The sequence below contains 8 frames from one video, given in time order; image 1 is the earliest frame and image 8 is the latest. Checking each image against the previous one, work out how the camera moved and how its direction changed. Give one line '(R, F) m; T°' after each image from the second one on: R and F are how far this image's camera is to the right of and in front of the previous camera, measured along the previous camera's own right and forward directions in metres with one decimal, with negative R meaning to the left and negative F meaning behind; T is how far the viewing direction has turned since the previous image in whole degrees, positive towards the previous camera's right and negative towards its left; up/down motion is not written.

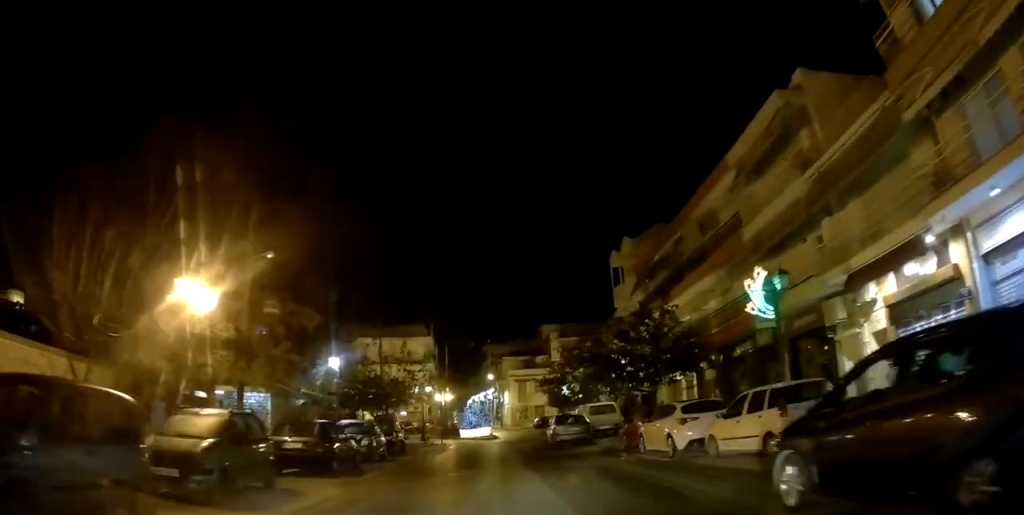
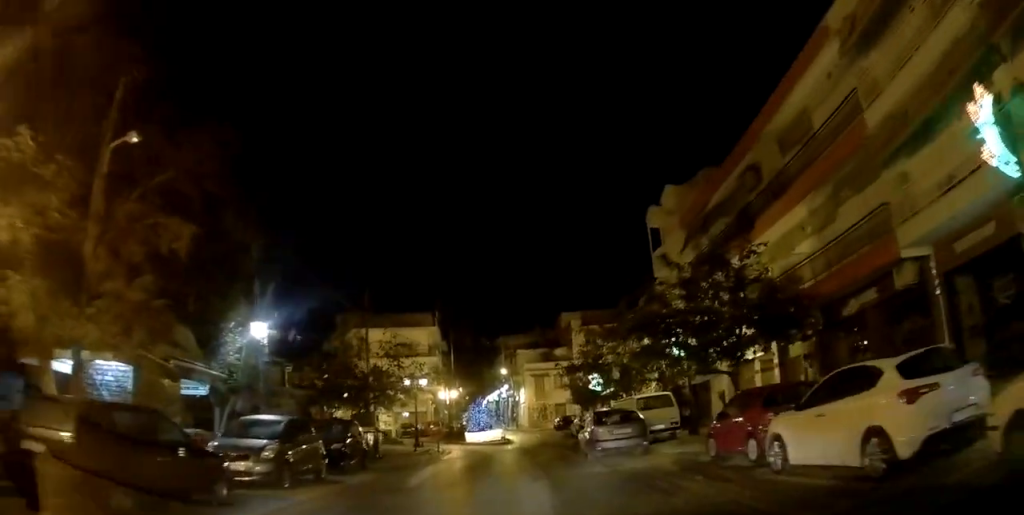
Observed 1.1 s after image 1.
(-0.4, +8.7) m; -4°
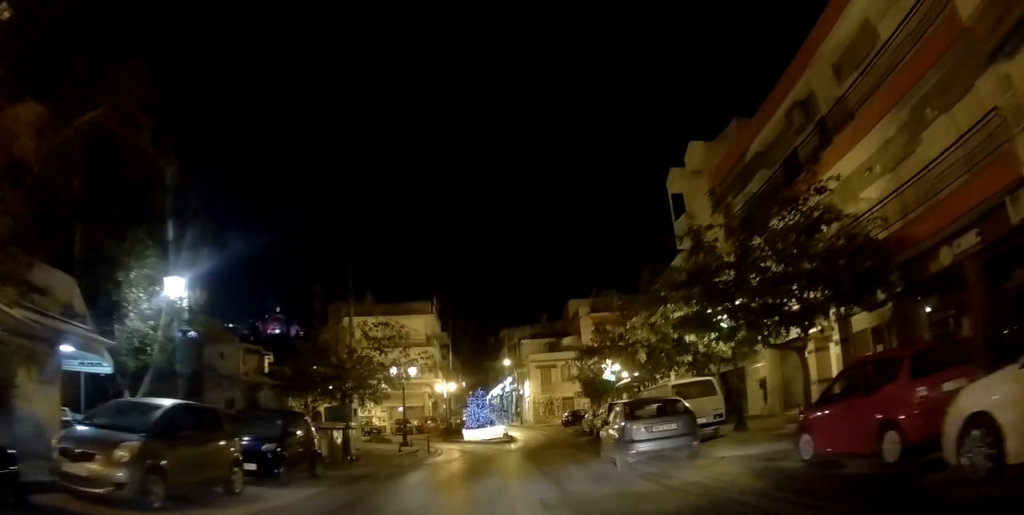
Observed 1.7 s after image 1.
(-0.1, +4.5) m; 0°
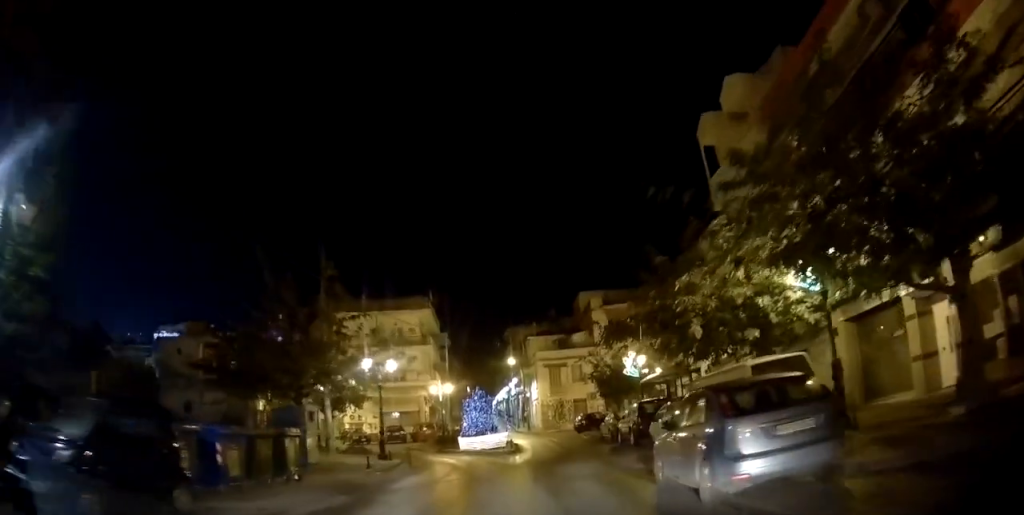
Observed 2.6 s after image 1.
(0.0, +5.8) m; +2°
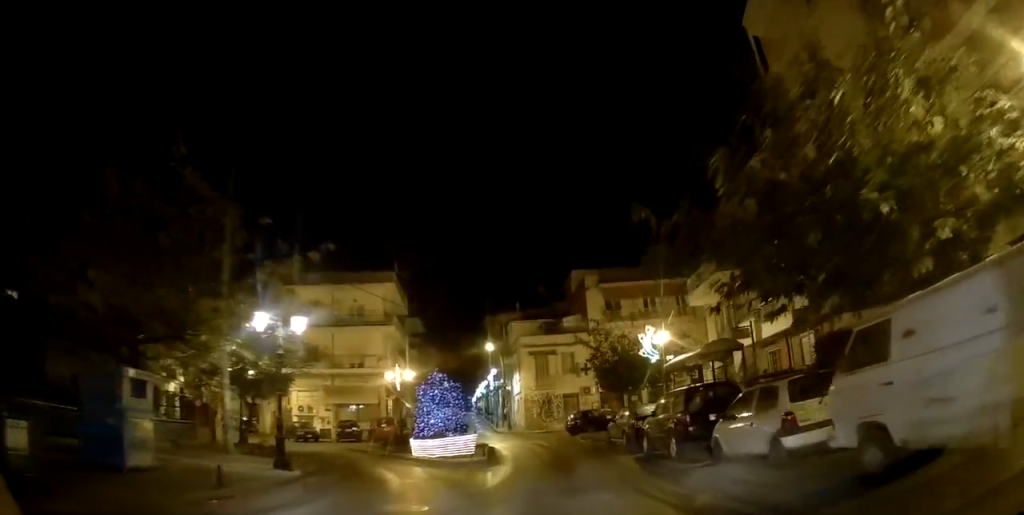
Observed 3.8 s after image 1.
(+0.2, +8.3) m; -1°
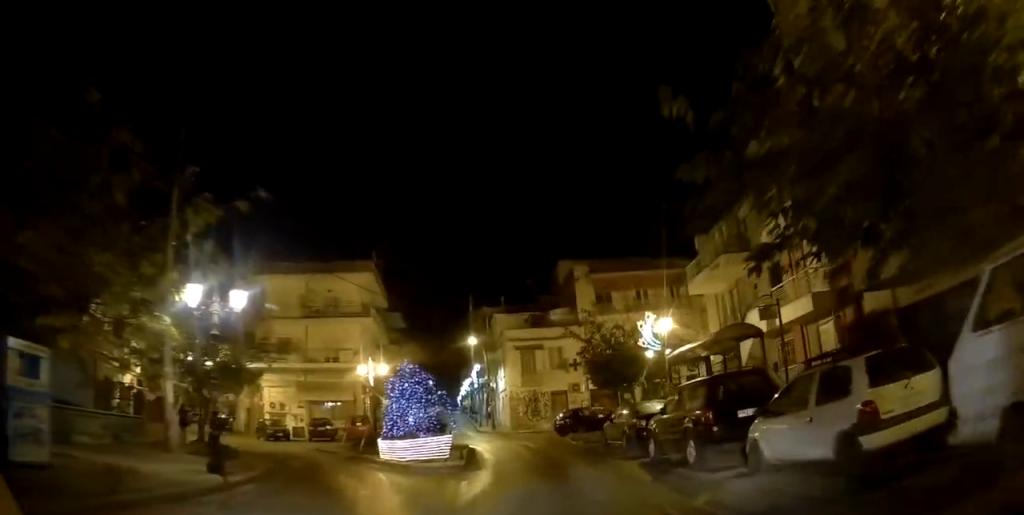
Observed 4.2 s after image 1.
(+0.1, +2.7) m; -2°
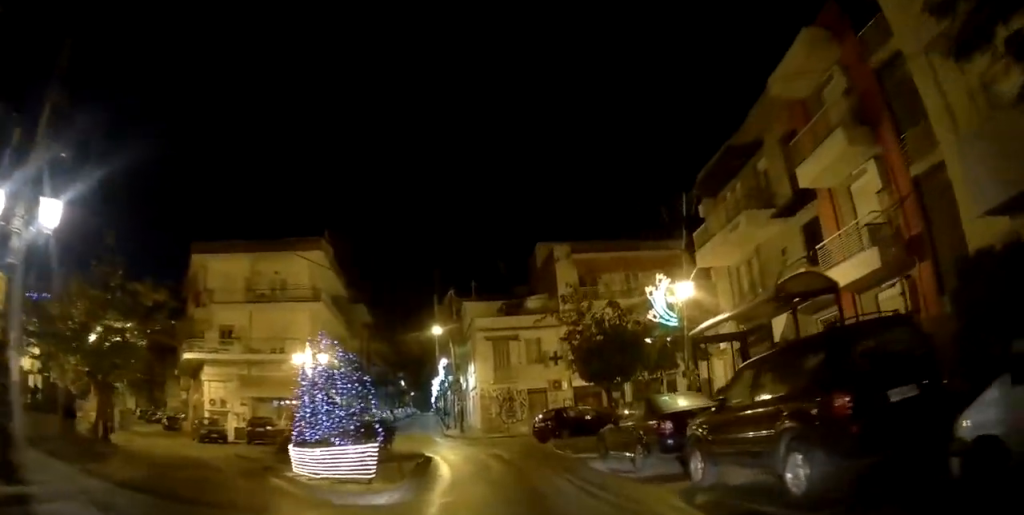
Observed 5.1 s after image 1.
(-0.4, +5.5) m; -1°
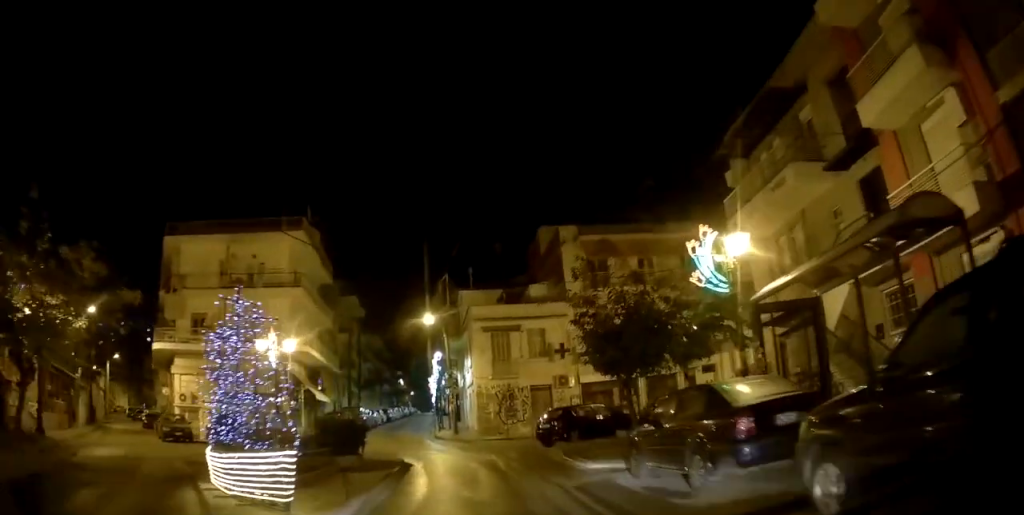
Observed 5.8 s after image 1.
(+0.2, +3.9) m; +3°
